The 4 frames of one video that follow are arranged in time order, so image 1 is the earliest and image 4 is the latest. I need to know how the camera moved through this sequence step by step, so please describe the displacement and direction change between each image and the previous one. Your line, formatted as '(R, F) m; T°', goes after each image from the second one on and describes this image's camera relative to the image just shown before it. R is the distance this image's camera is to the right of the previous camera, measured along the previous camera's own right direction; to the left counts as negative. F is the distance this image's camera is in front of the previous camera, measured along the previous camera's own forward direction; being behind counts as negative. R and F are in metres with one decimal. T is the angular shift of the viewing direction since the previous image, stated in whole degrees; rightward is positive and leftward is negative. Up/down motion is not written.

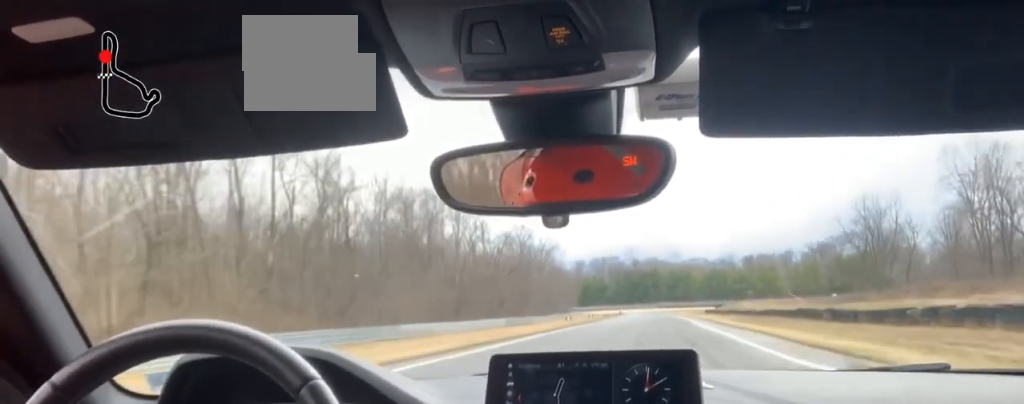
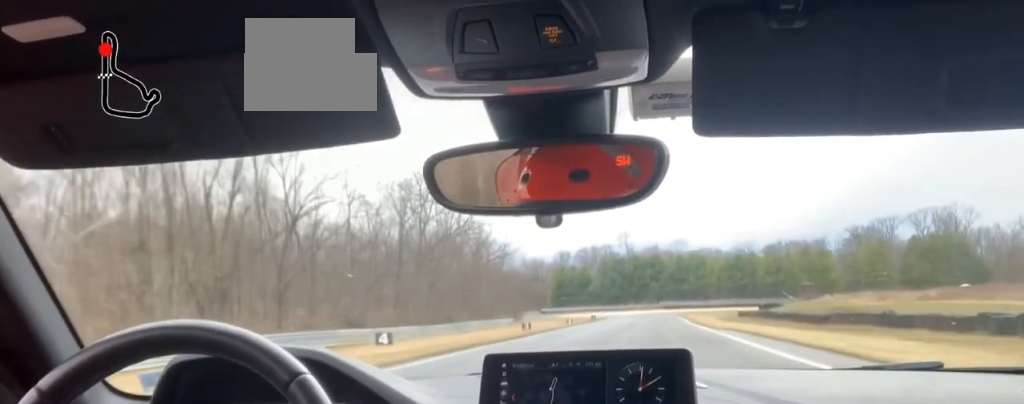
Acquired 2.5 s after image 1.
(+0.1, +93.1) m; 0°
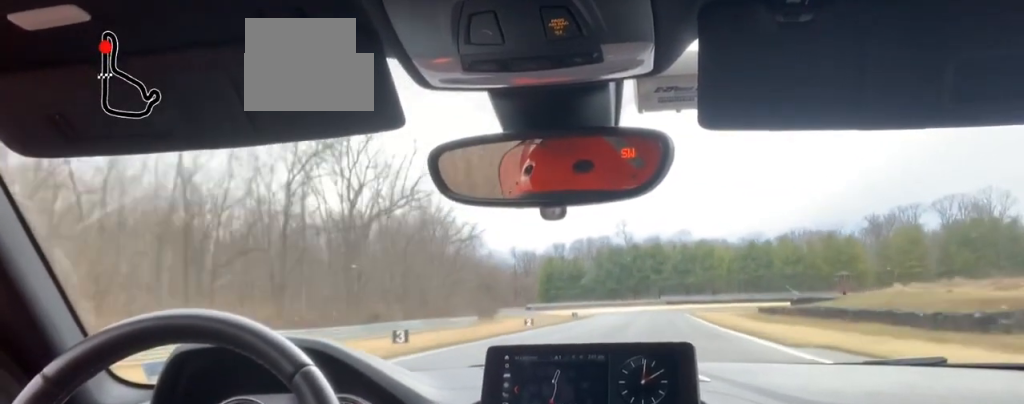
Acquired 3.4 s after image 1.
(-0.2, +28.2) m; +3°
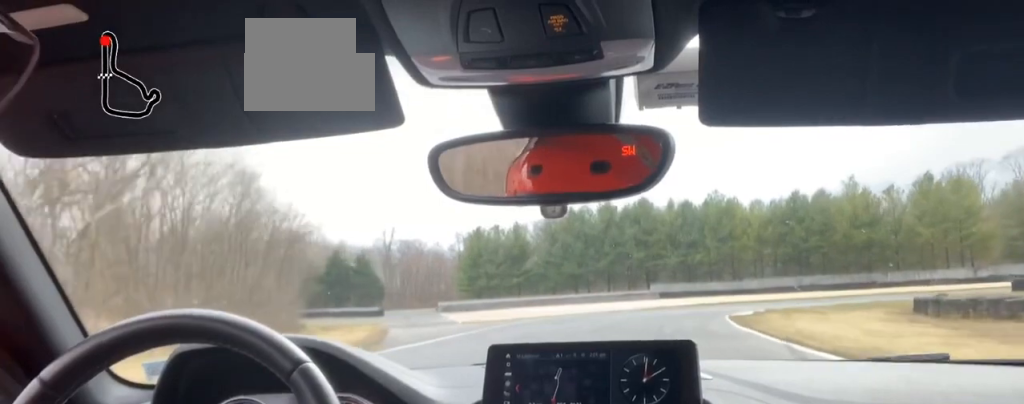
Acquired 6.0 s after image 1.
(+0.4, +74.2) m; -2°
